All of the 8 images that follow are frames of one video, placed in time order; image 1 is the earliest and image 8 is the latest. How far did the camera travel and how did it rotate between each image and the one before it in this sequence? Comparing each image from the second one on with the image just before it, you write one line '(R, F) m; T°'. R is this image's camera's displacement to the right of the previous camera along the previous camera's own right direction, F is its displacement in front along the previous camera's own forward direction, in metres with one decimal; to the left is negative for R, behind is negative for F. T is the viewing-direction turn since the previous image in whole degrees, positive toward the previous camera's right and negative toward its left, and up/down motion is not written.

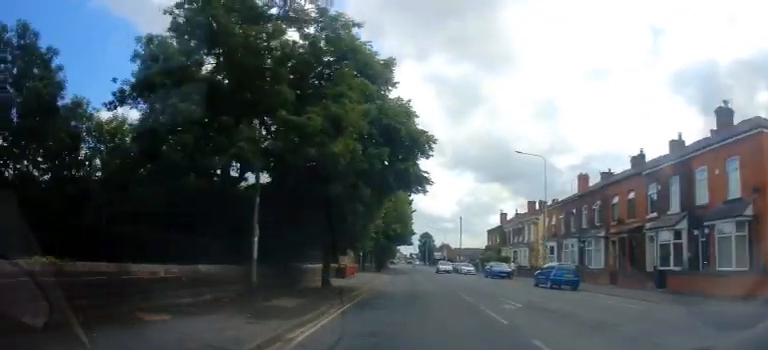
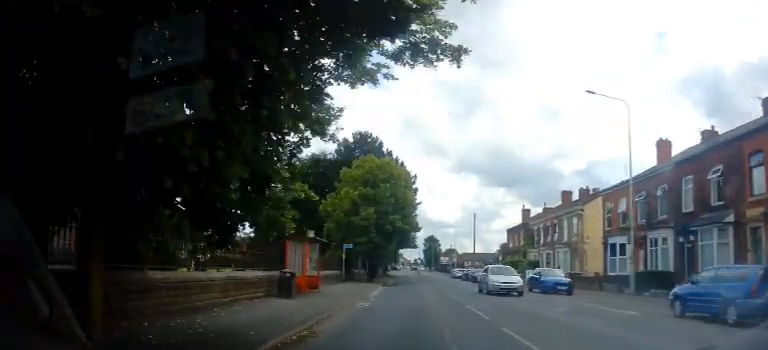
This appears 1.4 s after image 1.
(-0.1, +14.6) m; +1°
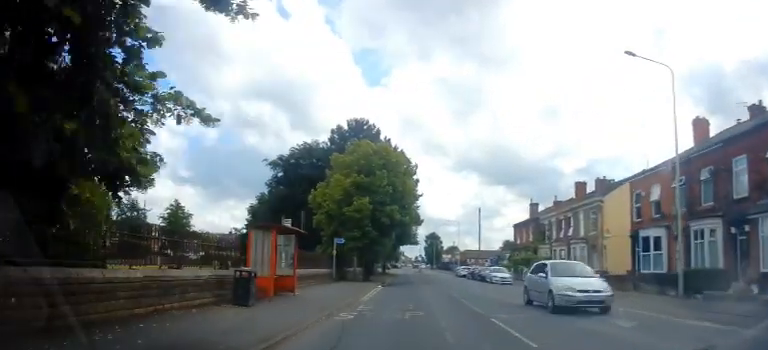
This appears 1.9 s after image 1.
(0.0, +4.9) m; 0°
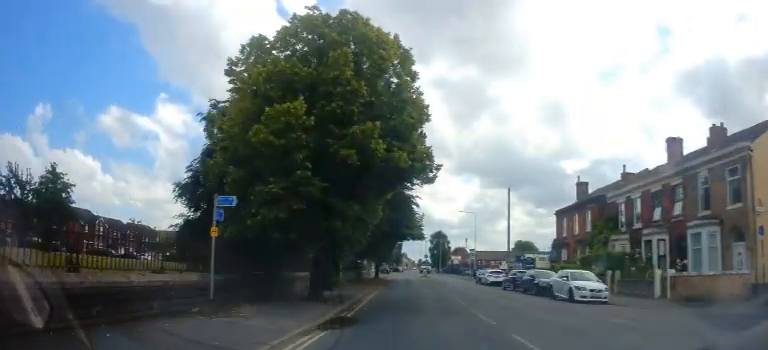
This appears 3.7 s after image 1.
(+0.1, +19.3) m; 0°
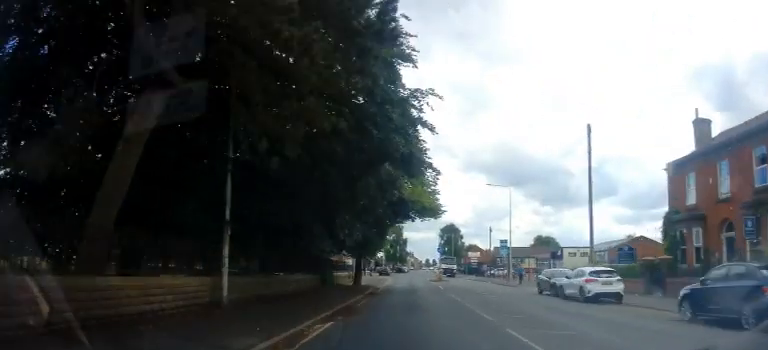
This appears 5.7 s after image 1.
(0.0, +22.2) m; -1°
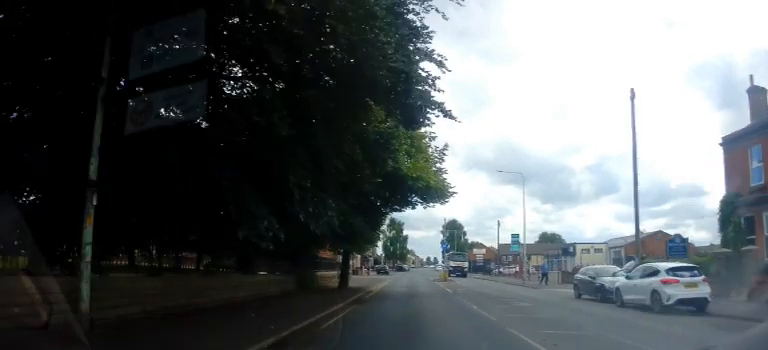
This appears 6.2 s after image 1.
(-0.2, +6.2) m; -1°
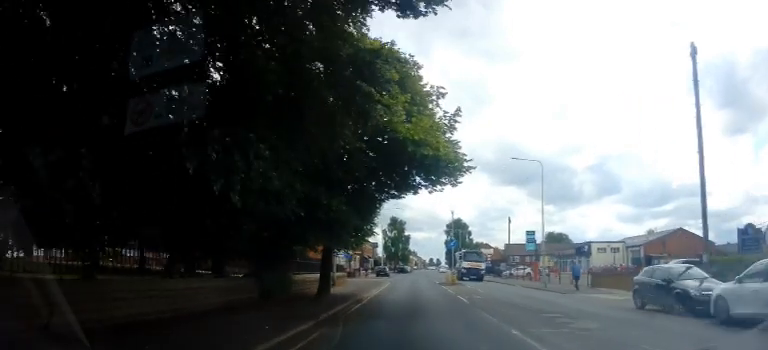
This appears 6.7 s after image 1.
(-0.1, +5.7) m; -1°
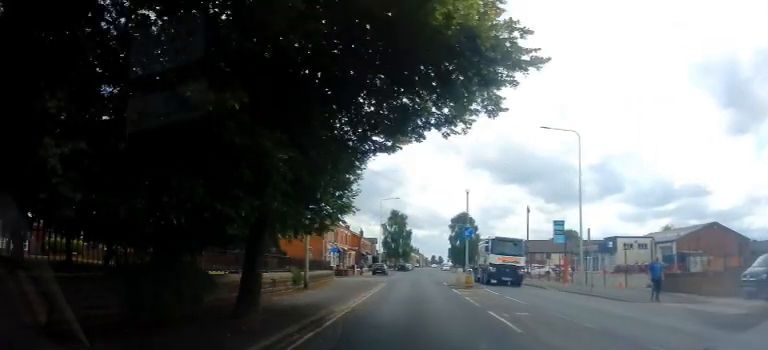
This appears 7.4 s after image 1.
(0.0, +8.1) m; 0°
